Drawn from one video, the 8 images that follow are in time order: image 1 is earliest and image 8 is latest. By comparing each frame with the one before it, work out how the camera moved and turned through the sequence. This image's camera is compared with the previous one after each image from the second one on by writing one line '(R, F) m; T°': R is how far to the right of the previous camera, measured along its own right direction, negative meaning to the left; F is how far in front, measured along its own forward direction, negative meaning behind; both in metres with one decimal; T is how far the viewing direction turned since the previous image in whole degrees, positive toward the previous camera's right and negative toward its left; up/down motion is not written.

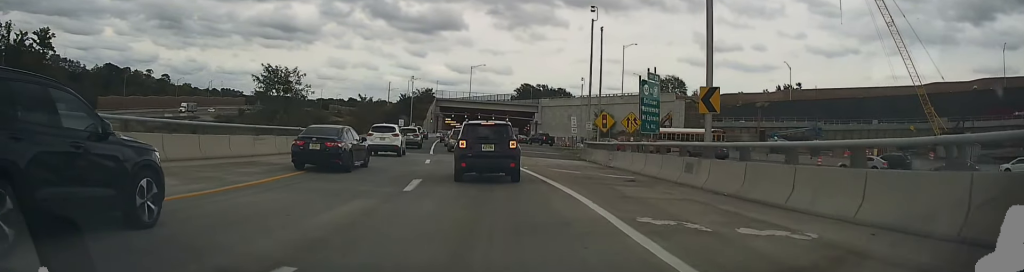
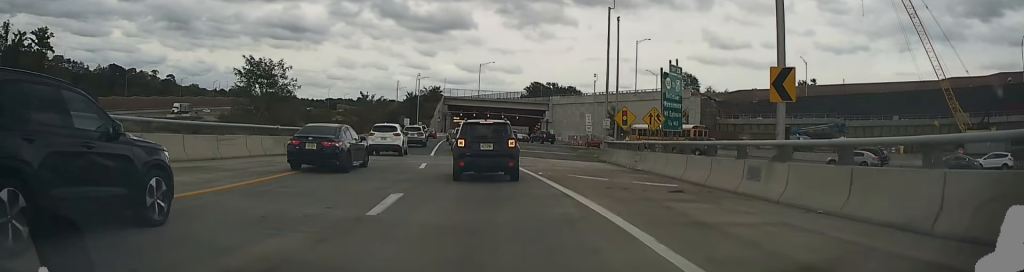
(0.0, +3.9) m; 0°
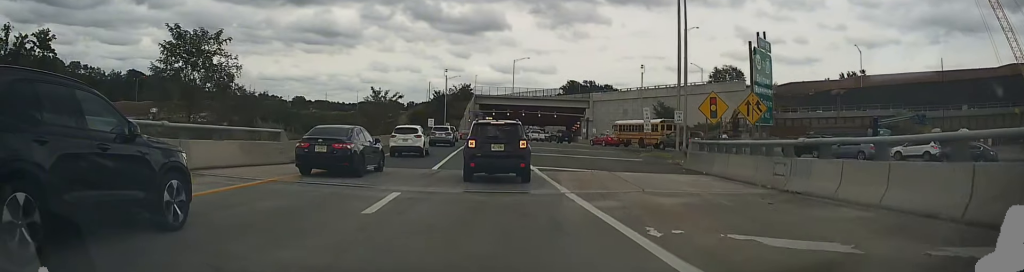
(0.0, +11.3) m; -2°
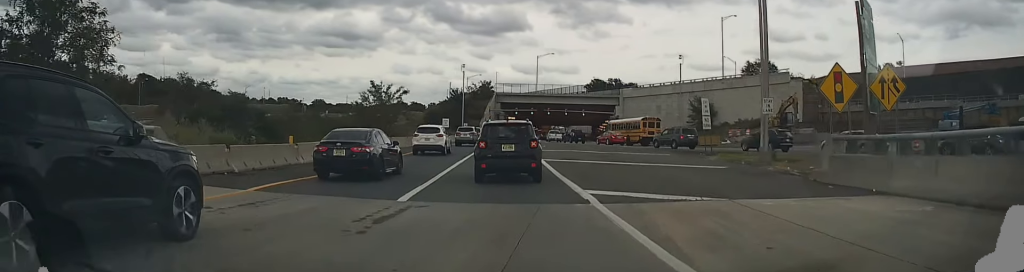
(-0.4, +10.4) m; -4°
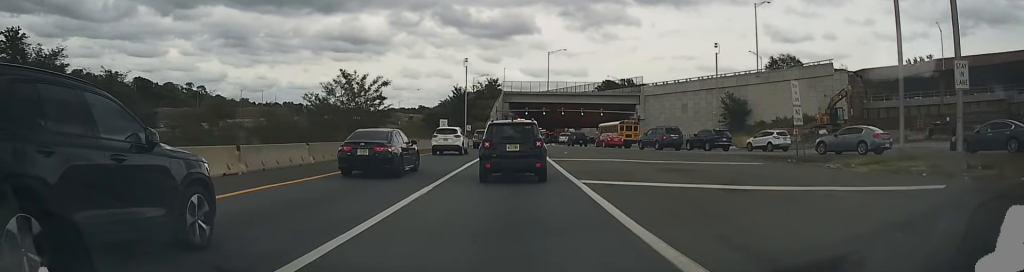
(-0.4, +13.3) m; -2°
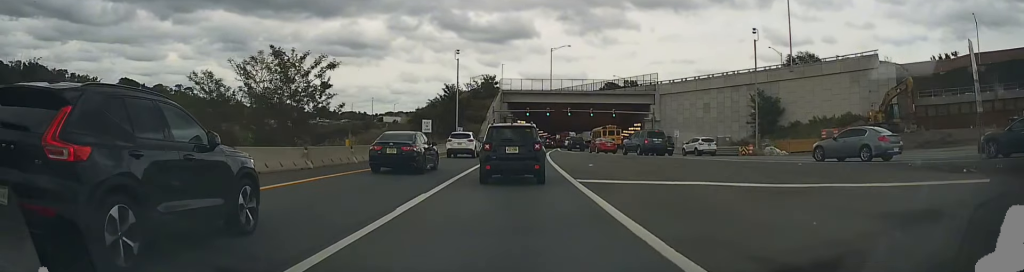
(0.0, +12.6) m; 0°
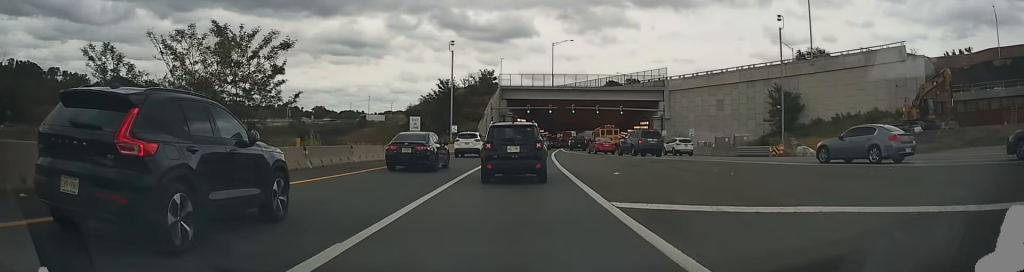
(0.0, +6.2) m; -1°
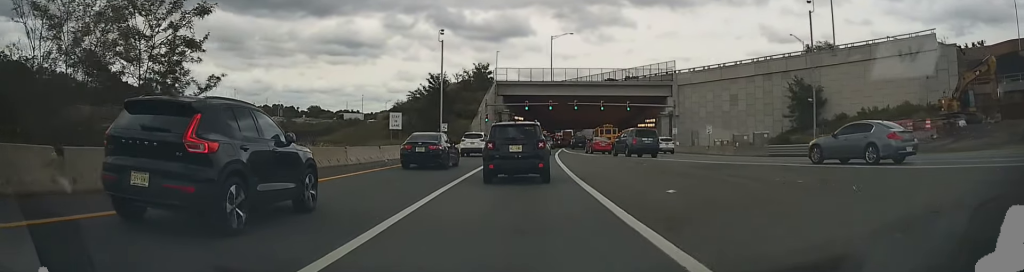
(-0.1, +6.9) m; 0°
